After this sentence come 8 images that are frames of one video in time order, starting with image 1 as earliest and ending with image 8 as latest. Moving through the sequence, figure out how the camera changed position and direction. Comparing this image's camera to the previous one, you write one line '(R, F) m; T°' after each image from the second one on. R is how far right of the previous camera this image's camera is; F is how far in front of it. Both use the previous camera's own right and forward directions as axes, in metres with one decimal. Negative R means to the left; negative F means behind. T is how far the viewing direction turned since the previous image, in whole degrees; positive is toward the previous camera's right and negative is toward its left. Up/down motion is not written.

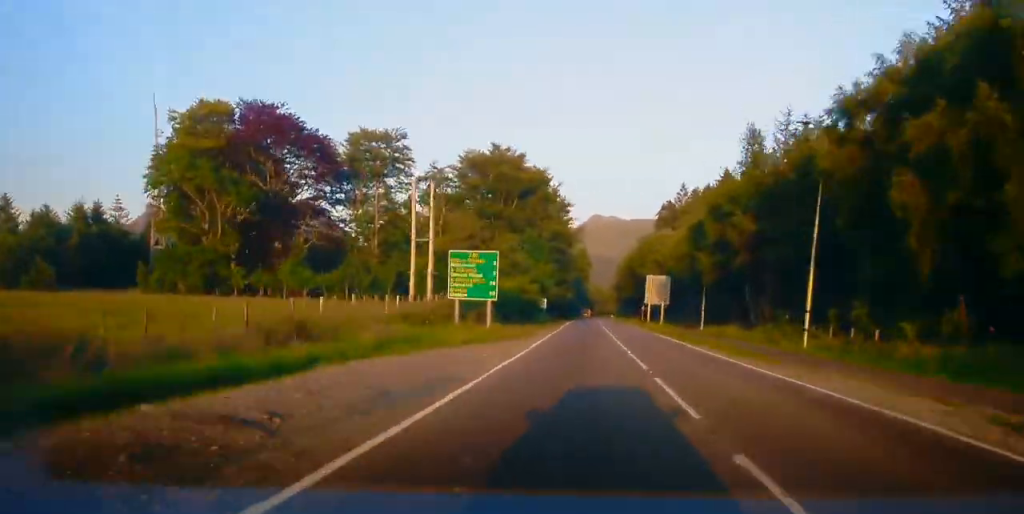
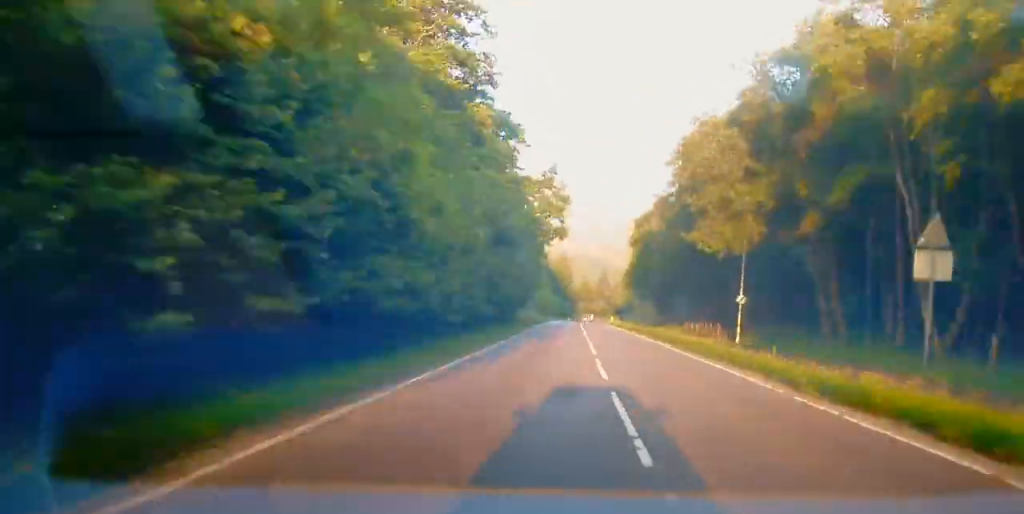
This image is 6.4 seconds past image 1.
(-4.8, +107.2) m; +7°
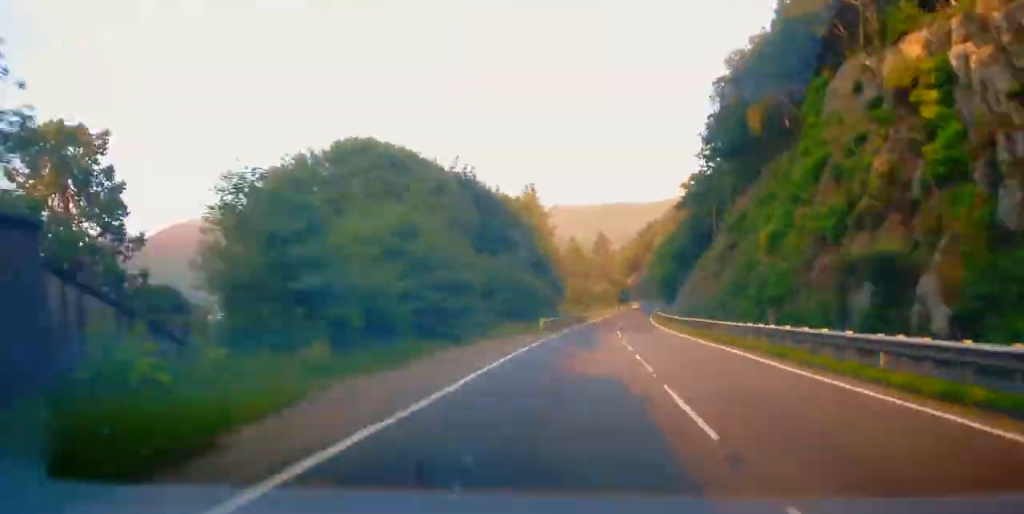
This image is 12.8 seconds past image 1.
(+20.8, +165.0) m; -1°
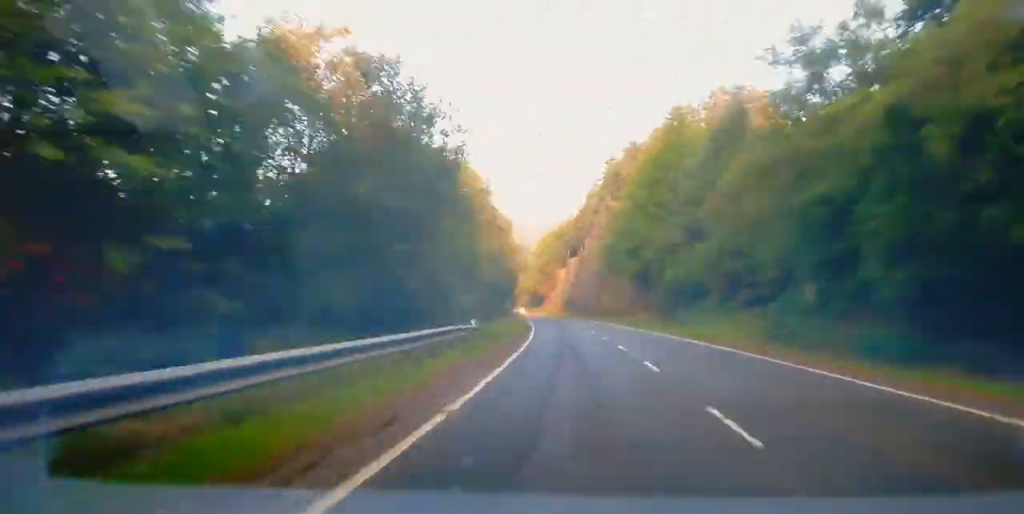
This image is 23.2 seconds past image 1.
(-35.2, +162.8) m; -14°
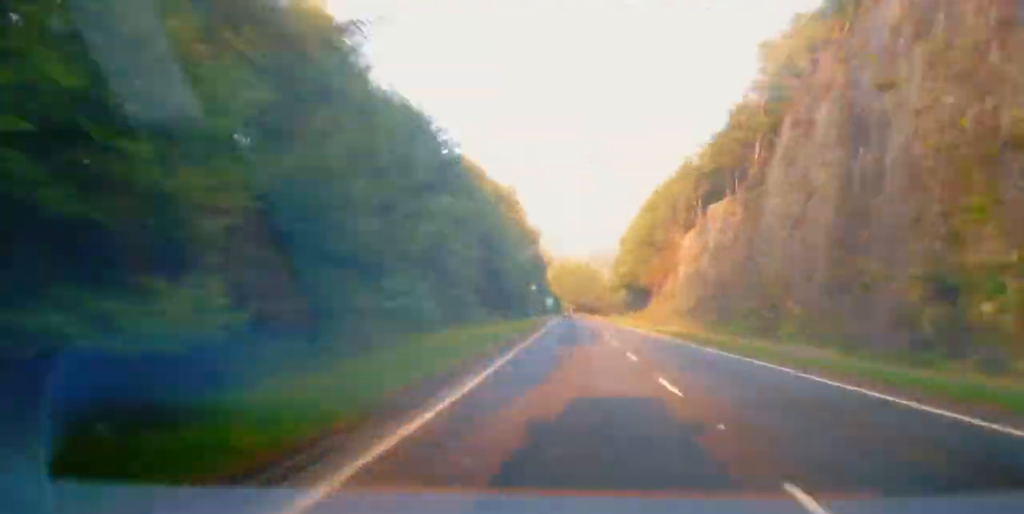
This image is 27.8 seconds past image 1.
(+2.3, +137.8) m; +1°
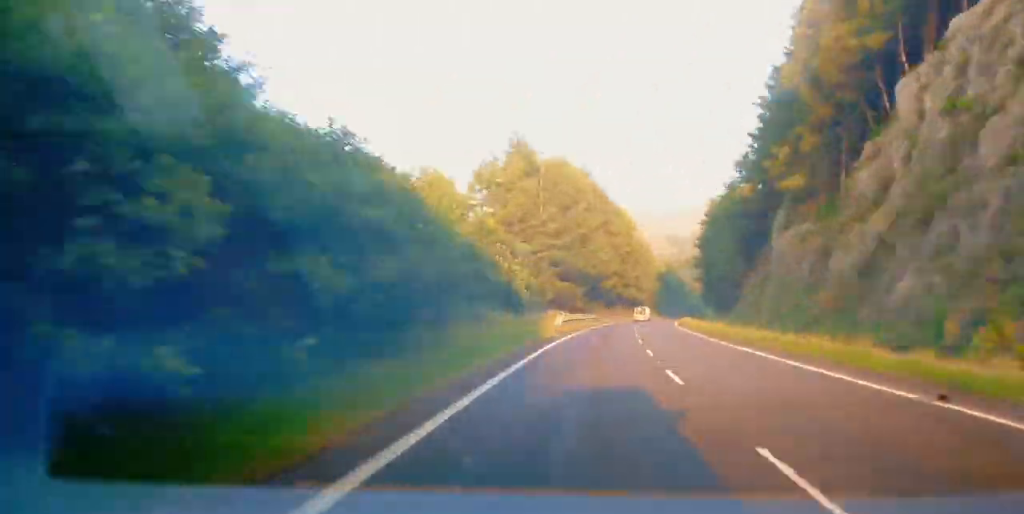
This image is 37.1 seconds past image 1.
(+2.3, +214.7) m; +5°
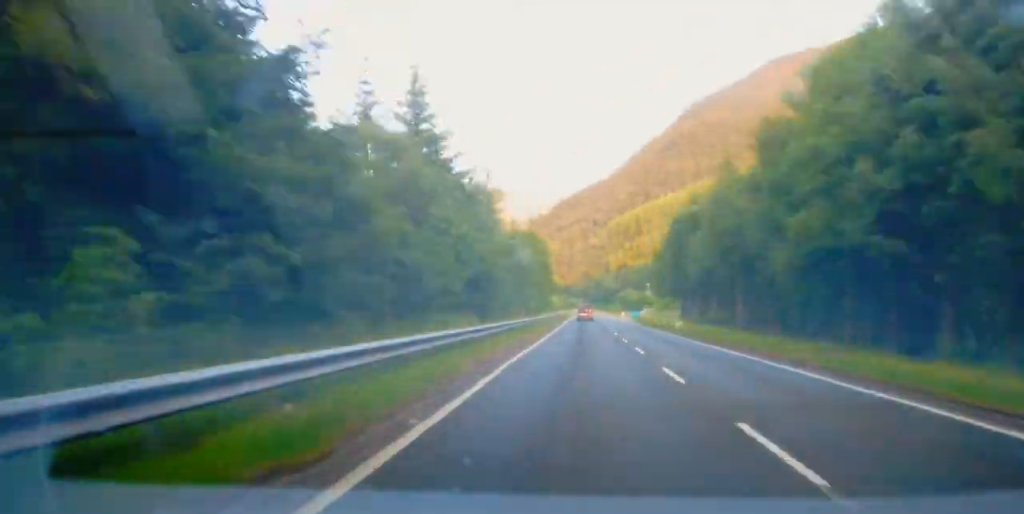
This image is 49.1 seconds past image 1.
(+25.4, +243.7) m; +8°
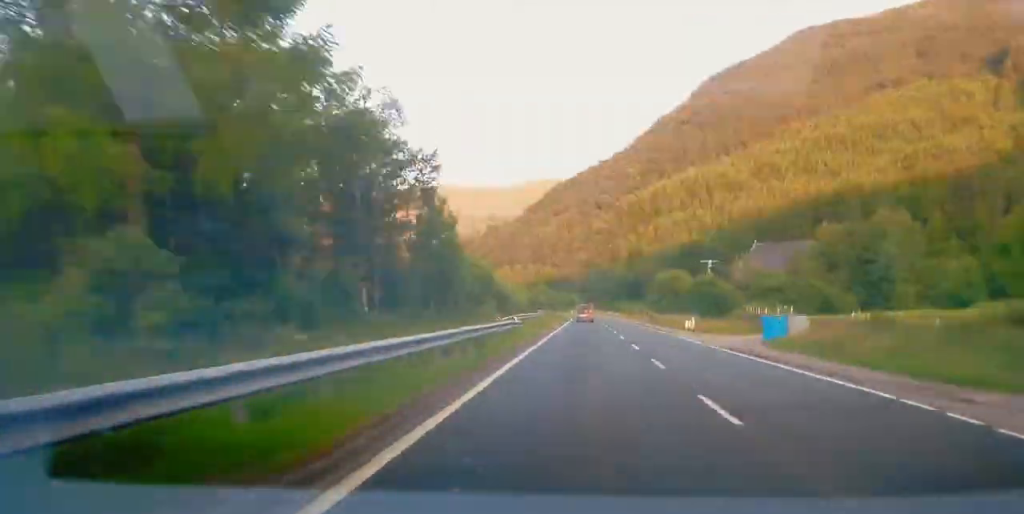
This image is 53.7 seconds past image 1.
(+4.1, +95.8) m; 0°
